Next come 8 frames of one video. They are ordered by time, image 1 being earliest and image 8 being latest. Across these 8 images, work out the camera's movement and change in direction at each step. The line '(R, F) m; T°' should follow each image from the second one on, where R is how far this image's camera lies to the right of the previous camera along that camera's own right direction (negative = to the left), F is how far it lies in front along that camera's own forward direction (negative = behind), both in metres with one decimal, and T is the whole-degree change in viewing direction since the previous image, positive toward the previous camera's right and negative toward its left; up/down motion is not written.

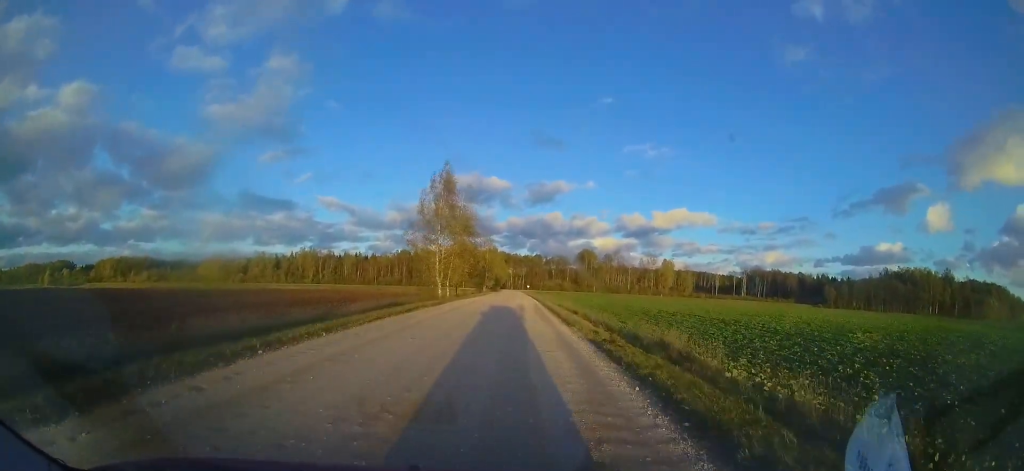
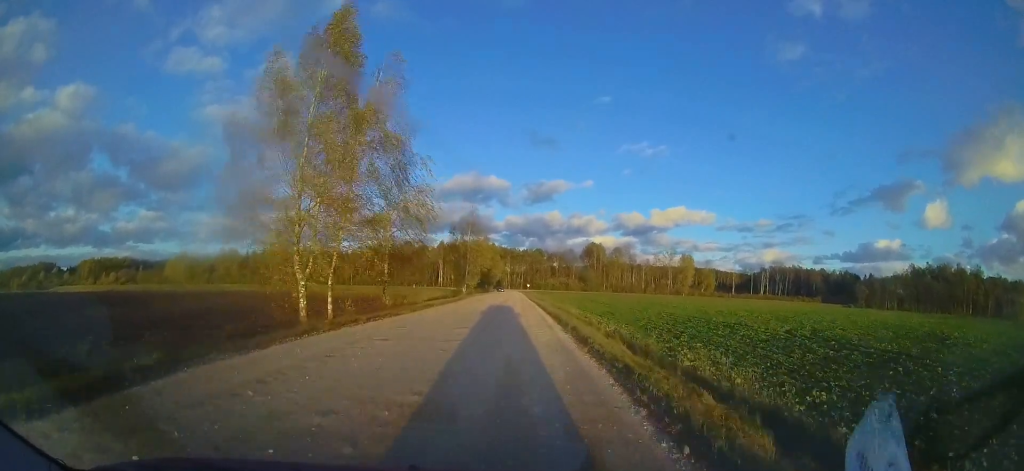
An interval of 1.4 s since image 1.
(+0.4, +22.2) m; +1°
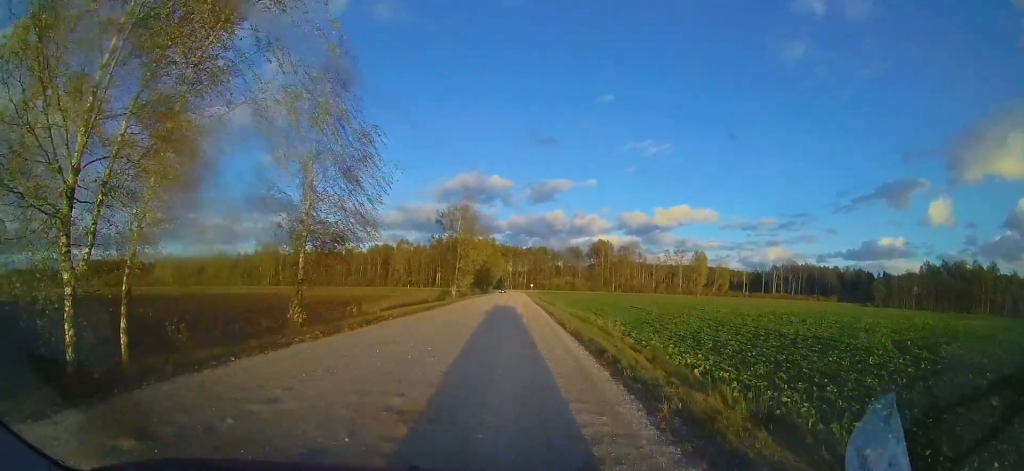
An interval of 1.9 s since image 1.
(-0.1, +8.9) m; 0°
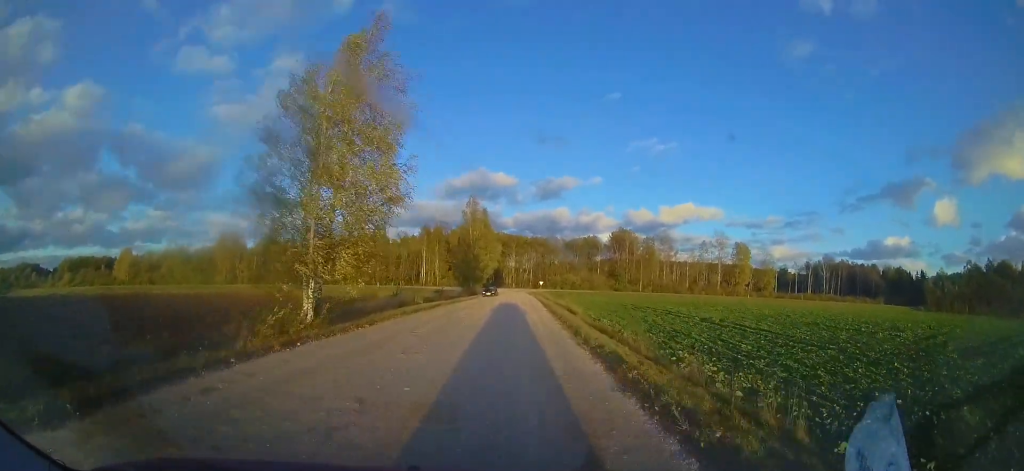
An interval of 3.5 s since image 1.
(0.0, +25.3) m; 0°
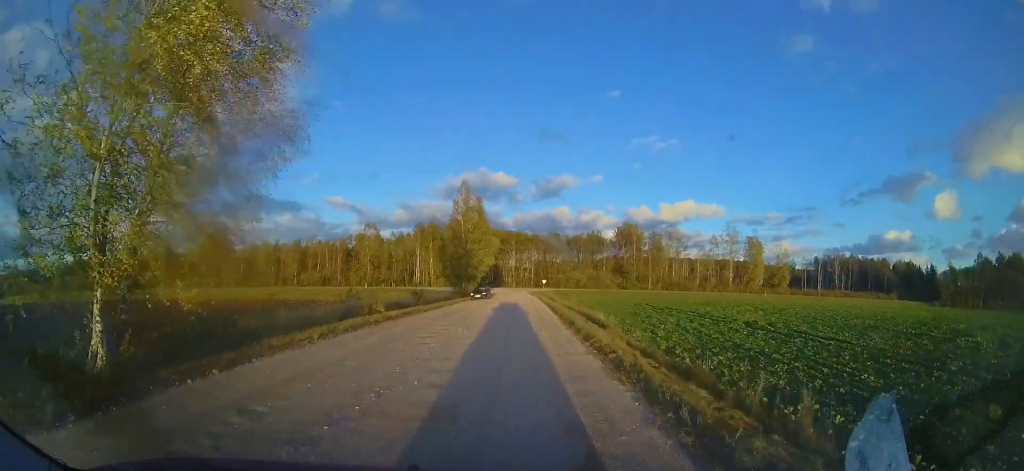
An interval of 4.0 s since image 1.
(0.0, +6.5) m; -2°
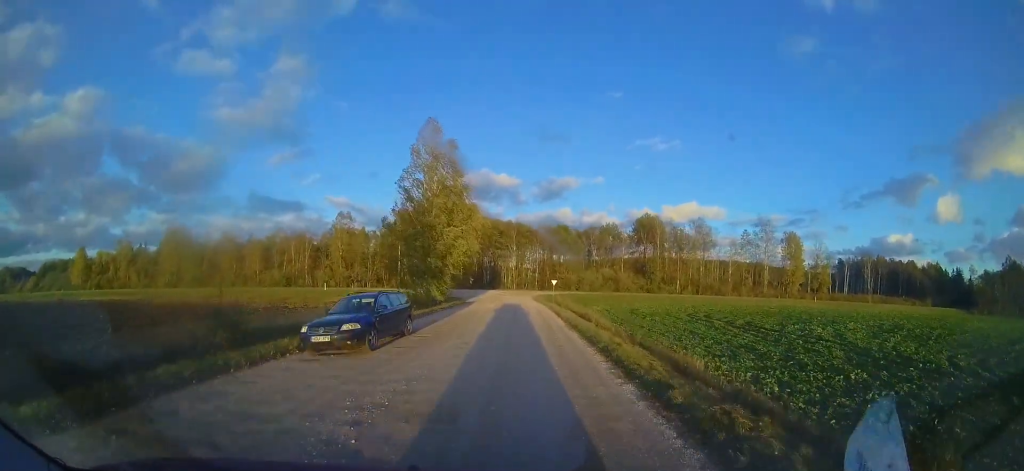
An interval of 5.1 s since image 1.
(-0.7, +15.3) m; -5°
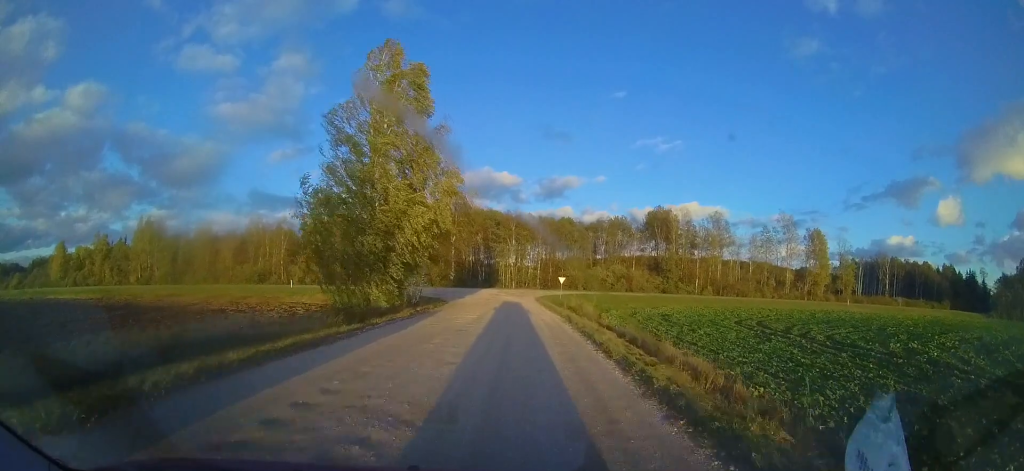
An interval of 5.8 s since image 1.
(-0.2, +7.9) m; -1°
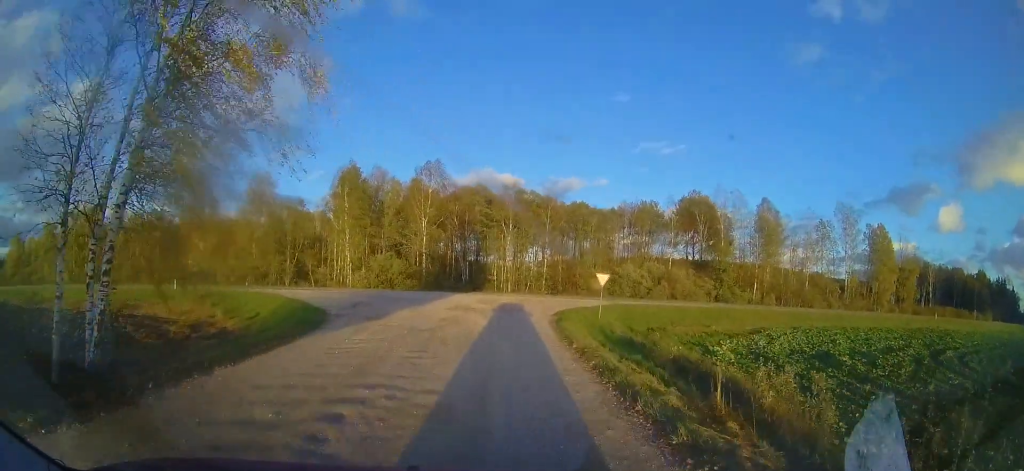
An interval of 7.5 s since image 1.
(+0.2, +18.1) m; -3°
